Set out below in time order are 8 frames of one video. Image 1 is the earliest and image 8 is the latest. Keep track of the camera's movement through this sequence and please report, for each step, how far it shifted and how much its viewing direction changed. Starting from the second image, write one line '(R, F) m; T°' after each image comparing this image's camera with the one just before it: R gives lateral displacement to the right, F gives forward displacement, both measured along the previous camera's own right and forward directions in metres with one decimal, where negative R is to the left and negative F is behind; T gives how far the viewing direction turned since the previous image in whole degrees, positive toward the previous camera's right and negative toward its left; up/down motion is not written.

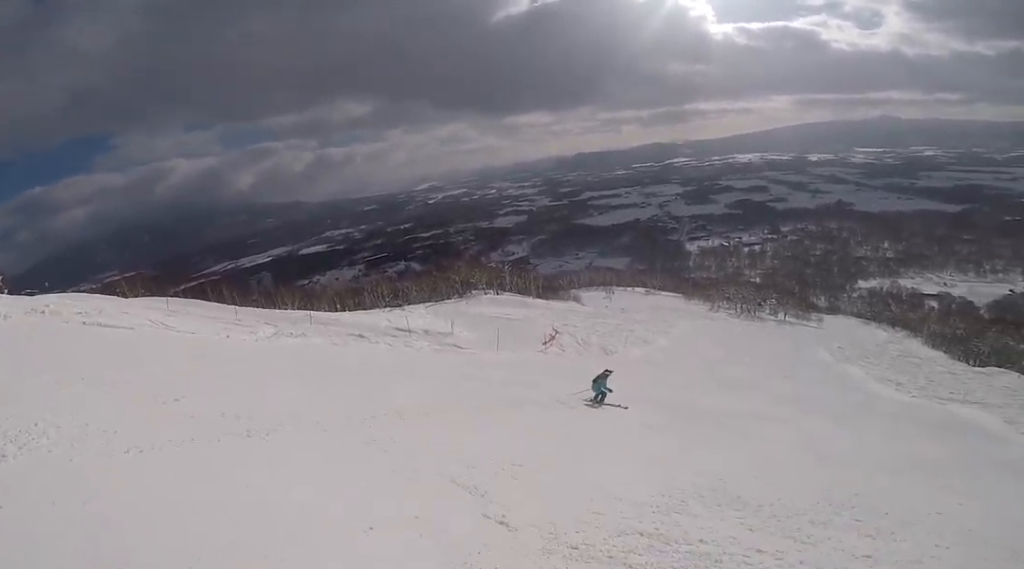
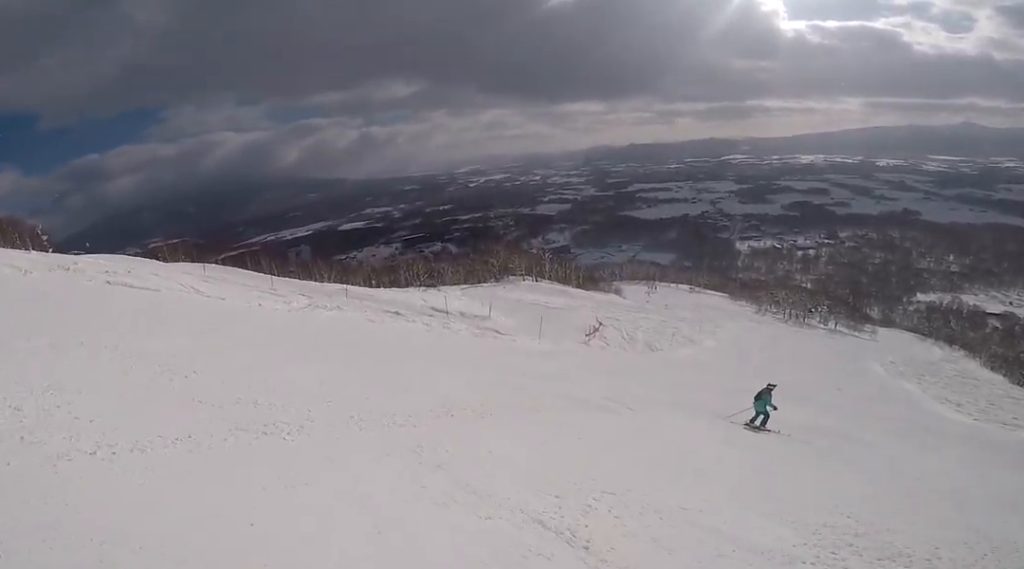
(-0.6, +1.4) m; -12°
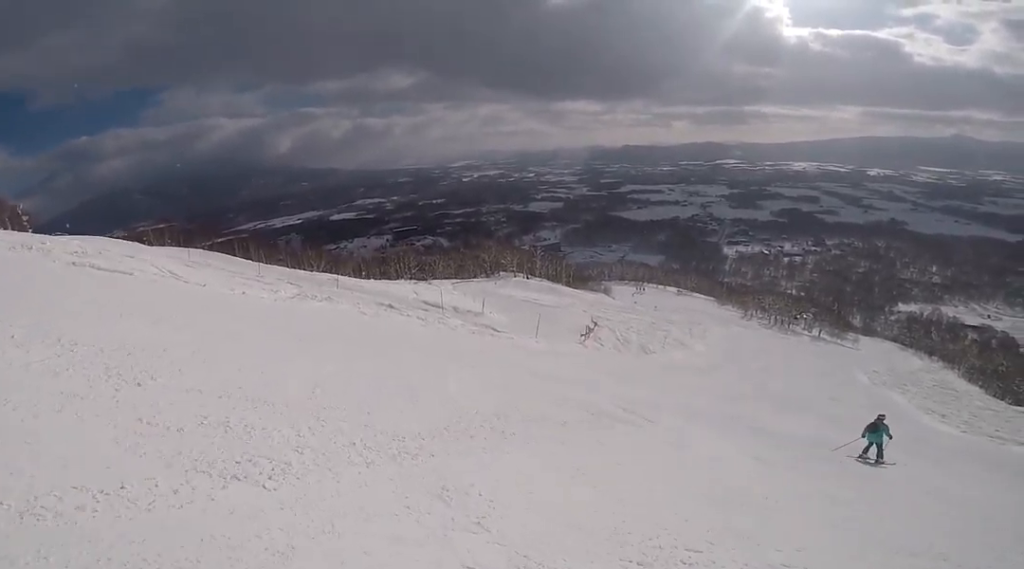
(-0.3, +1.5) m; -12°
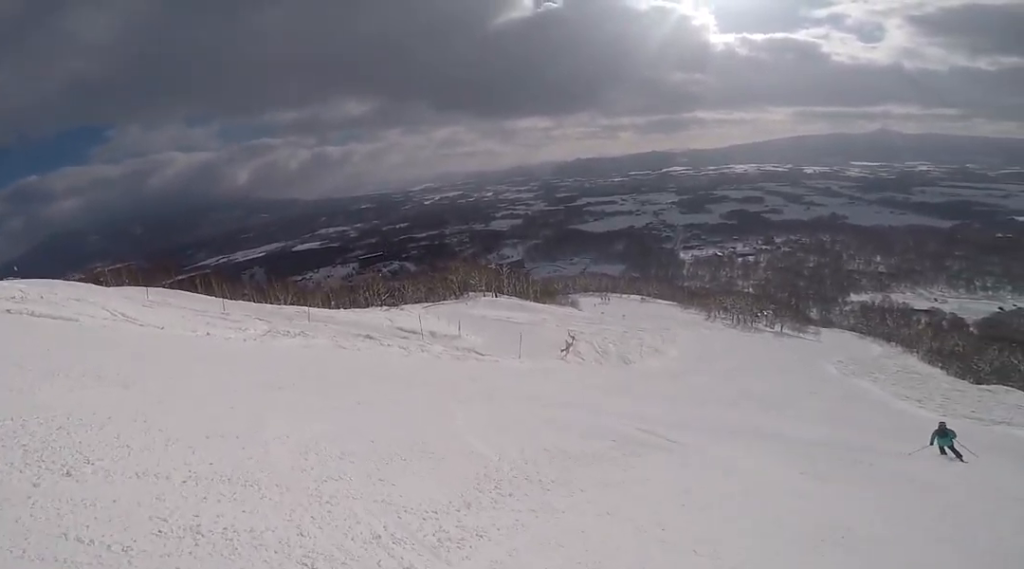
(-0.1, +1.4) m; +6°
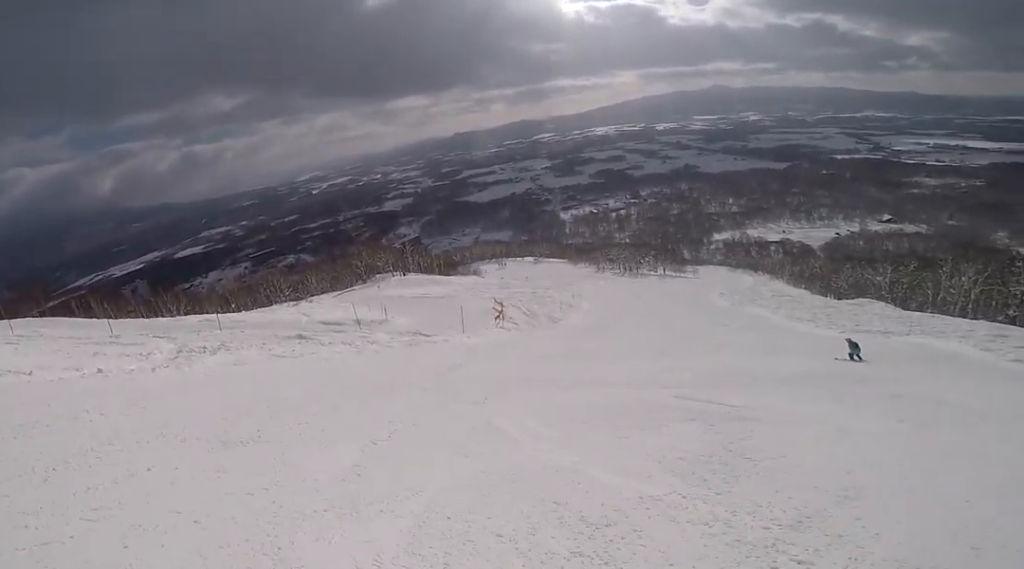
(+0.5, +3.2) m; +32°
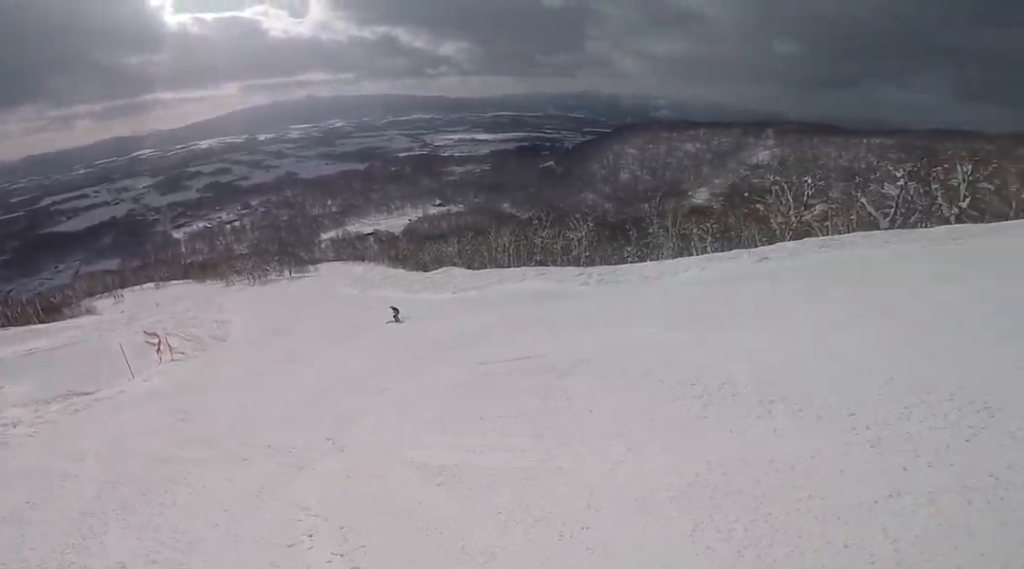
(+1.7, +3.5) m; +49°
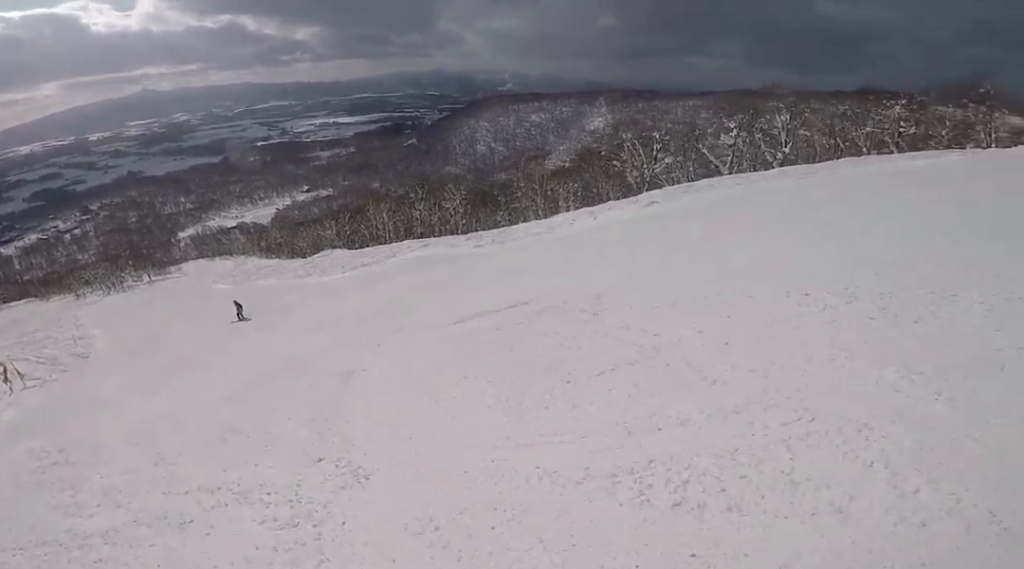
(0.0, +1.9) m; +20°
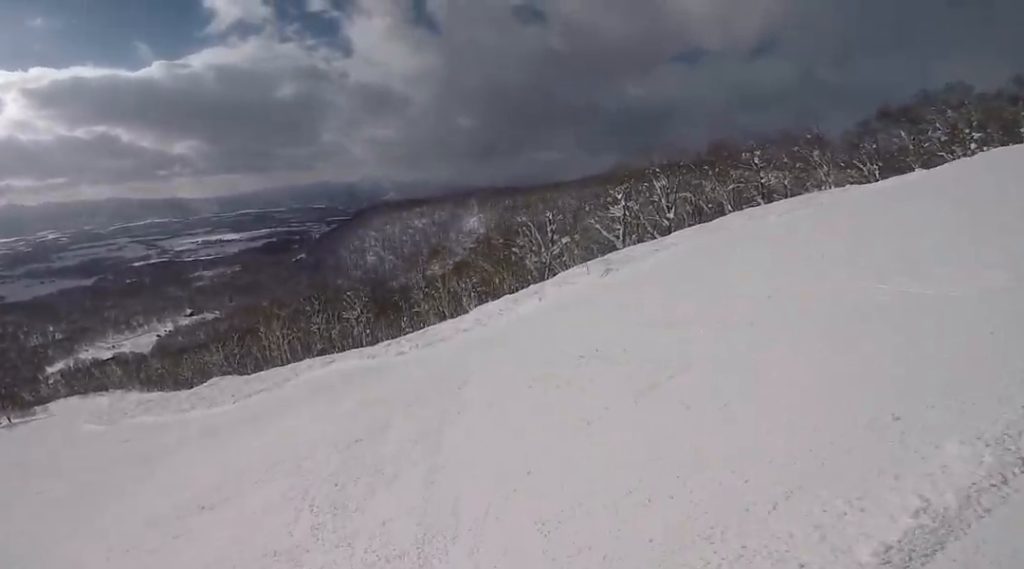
(+1.9, +4.9) m; +28°
